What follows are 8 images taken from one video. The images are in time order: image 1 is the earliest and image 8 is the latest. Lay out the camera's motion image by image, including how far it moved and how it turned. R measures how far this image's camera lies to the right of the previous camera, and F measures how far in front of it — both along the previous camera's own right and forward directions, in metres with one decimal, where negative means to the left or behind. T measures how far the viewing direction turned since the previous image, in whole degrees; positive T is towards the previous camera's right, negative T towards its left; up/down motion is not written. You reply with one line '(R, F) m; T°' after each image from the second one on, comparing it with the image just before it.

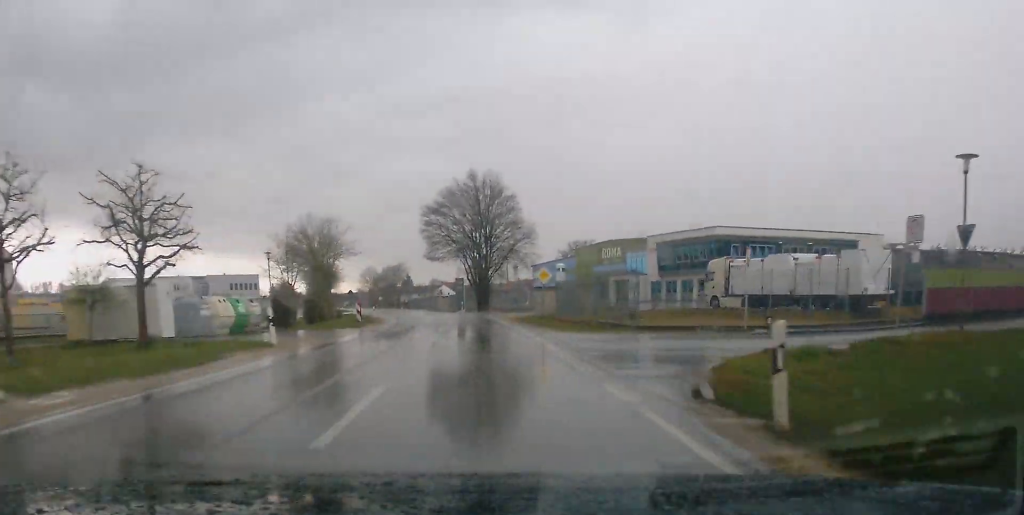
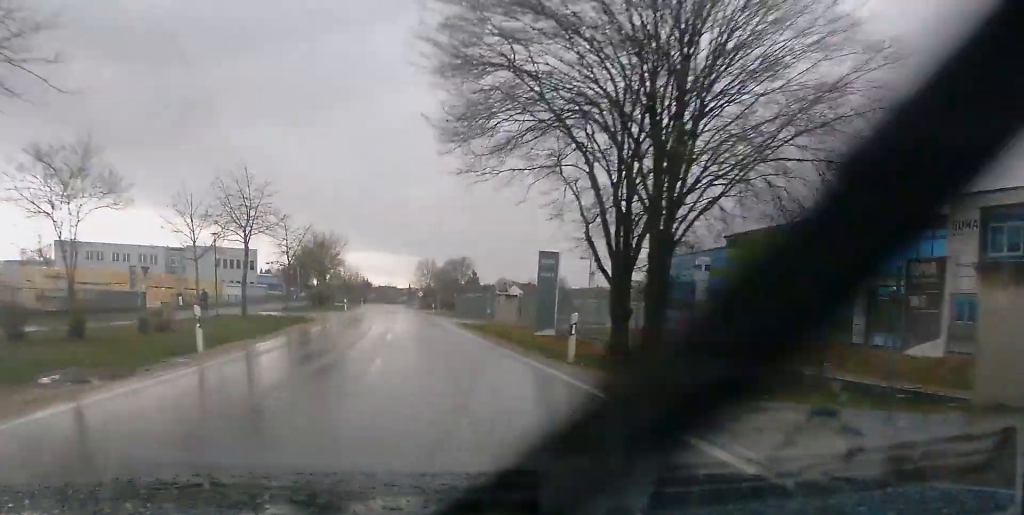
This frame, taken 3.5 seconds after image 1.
(-1.0, +54.8) m; -4°
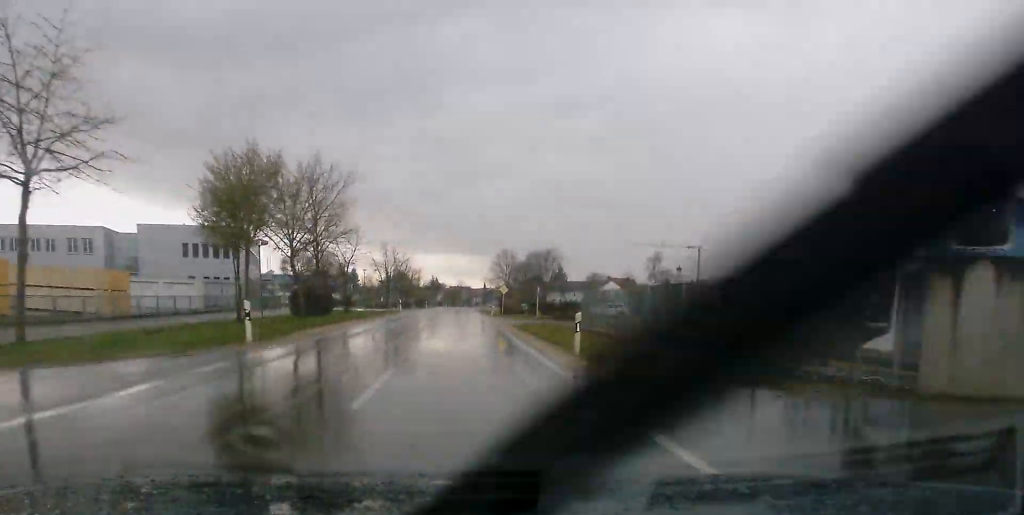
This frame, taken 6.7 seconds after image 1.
(-2.2, +52.3) m; -3°
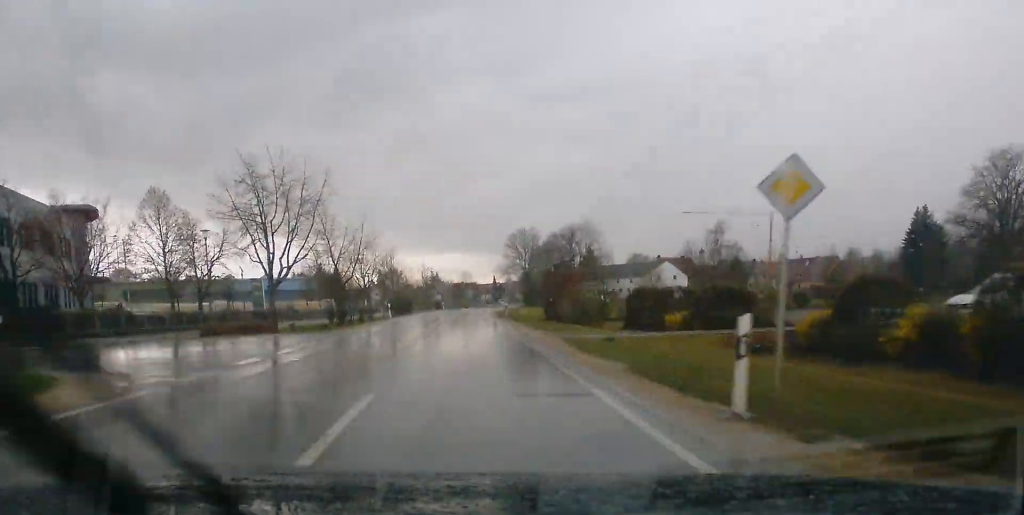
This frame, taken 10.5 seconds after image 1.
(-0.4, +63.4) m; -1°
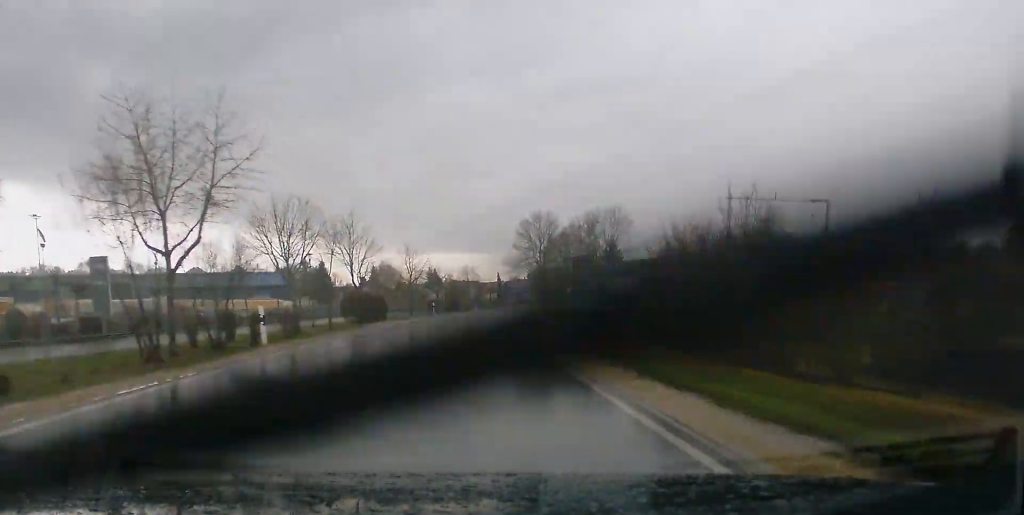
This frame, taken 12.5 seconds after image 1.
(-0.1, +33.7) m; 0°
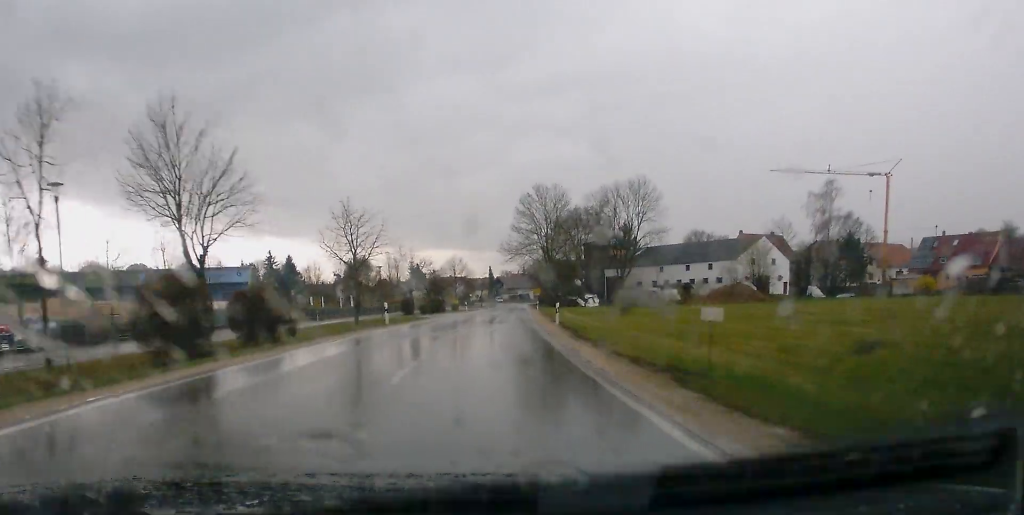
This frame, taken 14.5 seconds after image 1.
(+0.2, +33.8) m; +1°
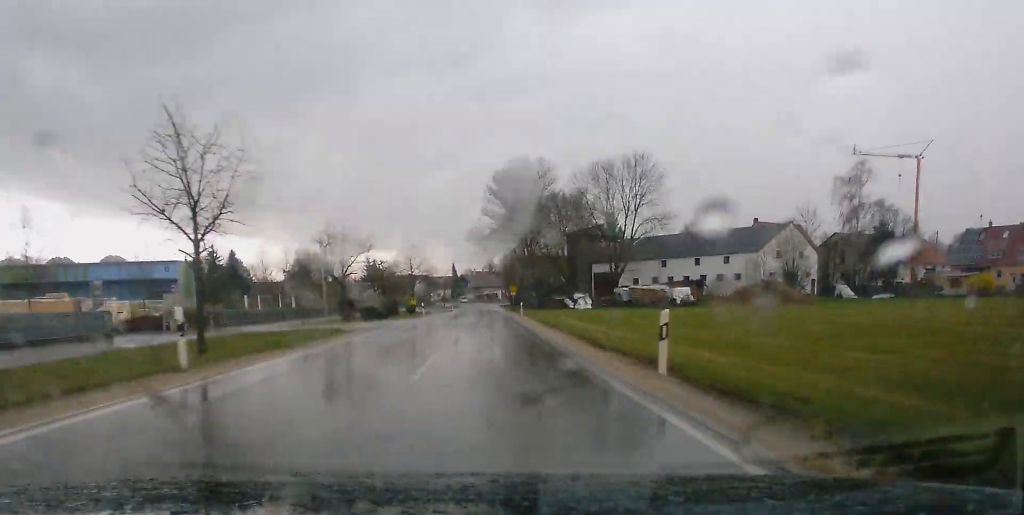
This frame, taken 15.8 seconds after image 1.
(+0.5, +22.7) m; +1°
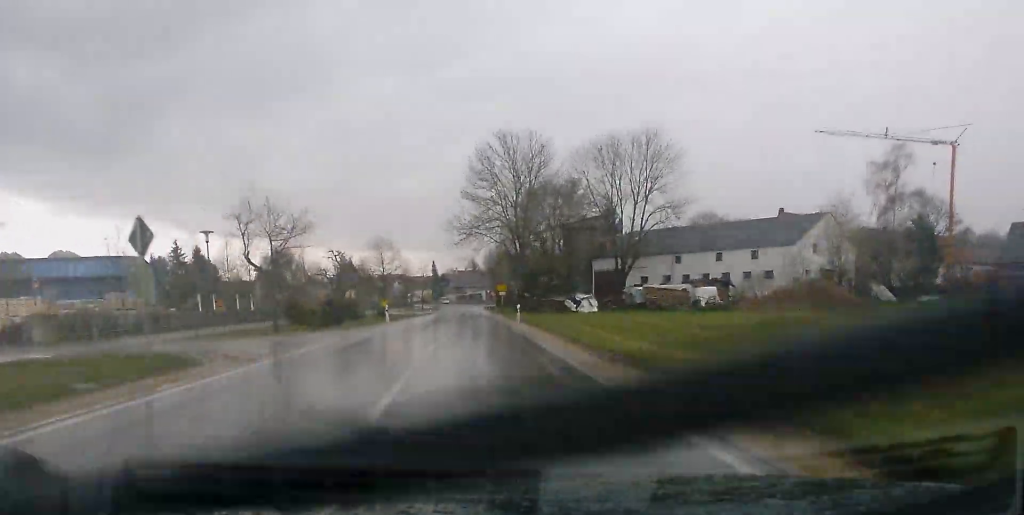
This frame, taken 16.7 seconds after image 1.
(0.0, +15.1) m; +1°
